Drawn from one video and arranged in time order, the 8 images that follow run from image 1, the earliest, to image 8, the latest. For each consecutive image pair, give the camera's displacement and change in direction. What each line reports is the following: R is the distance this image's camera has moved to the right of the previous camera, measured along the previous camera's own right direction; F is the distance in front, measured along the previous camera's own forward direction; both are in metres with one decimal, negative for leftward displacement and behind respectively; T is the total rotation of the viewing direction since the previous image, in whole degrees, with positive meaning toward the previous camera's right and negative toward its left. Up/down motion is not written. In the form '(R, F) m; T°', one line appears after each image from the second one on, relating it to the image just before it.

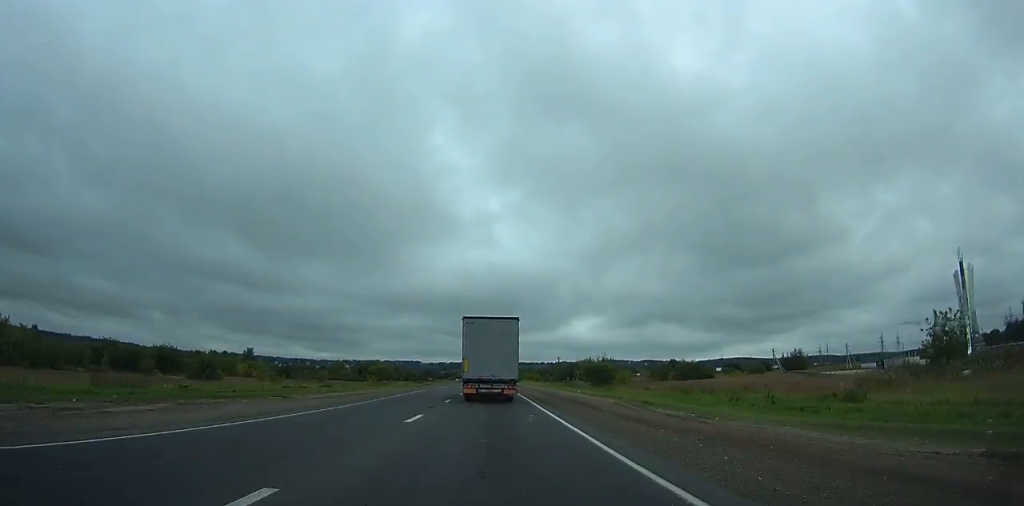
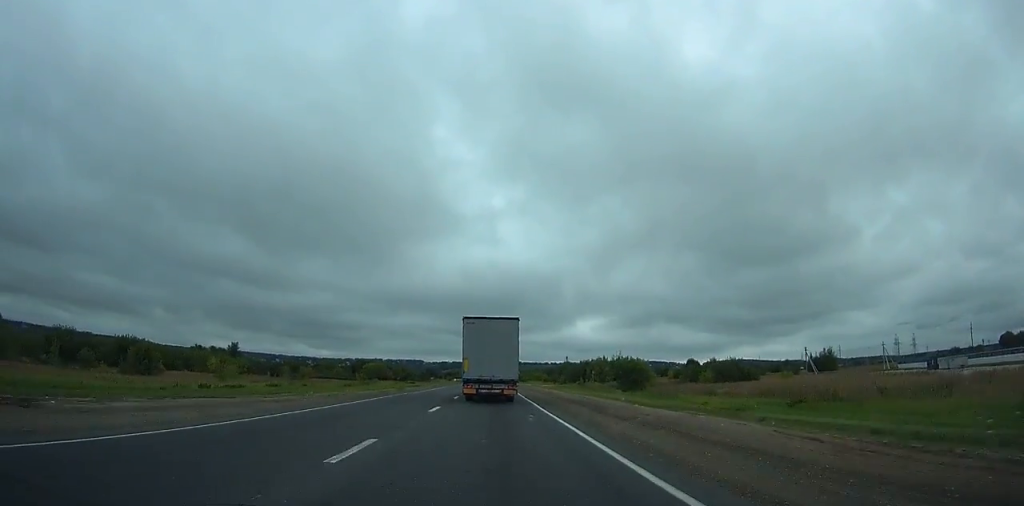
(+0.1, +19.4) m; 0°
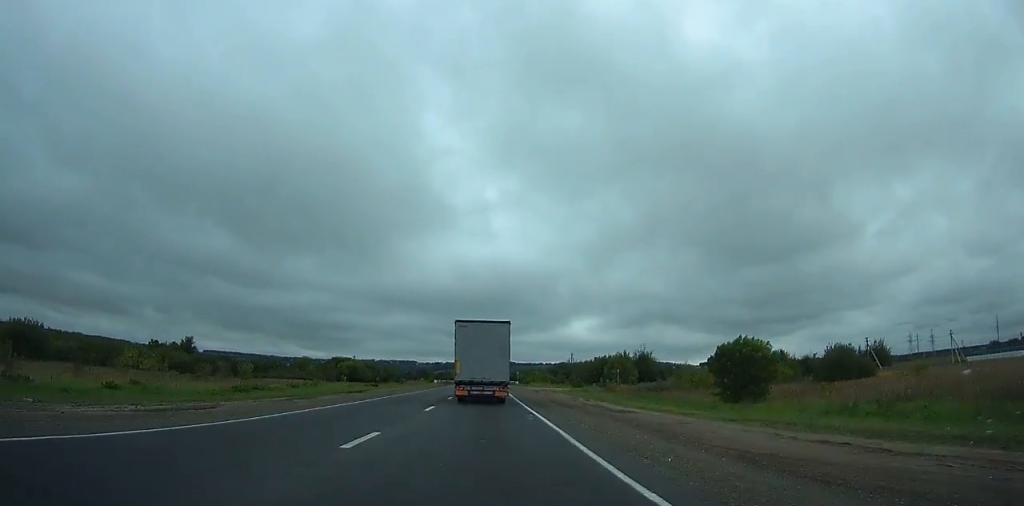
(0.0, +34.3) m; 0°
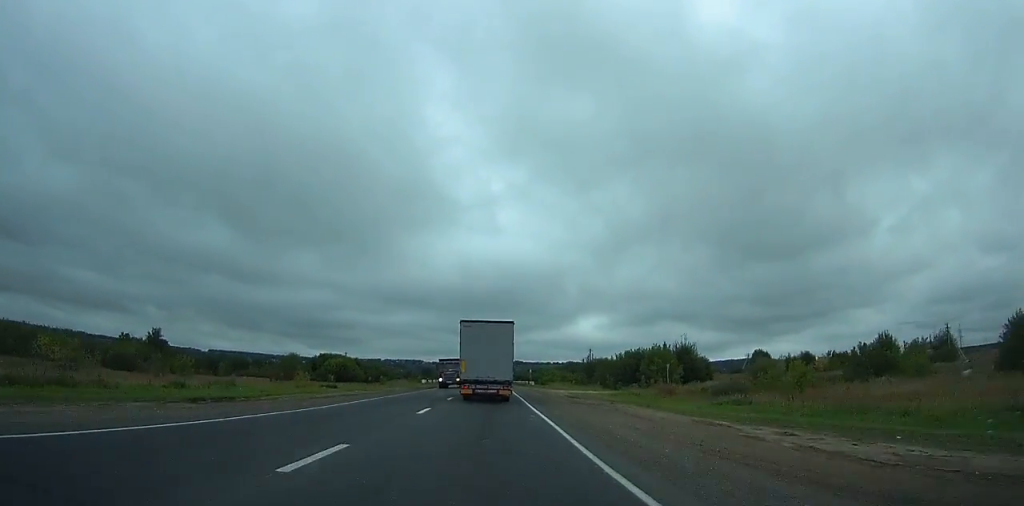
(0.0, +27.2) m; 0°
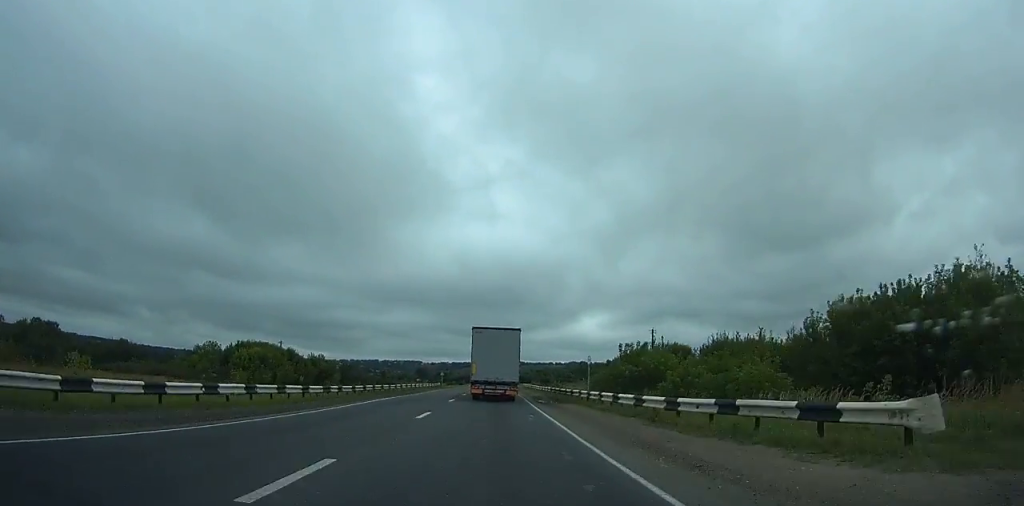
(-0.3, +74.9) m; 0°
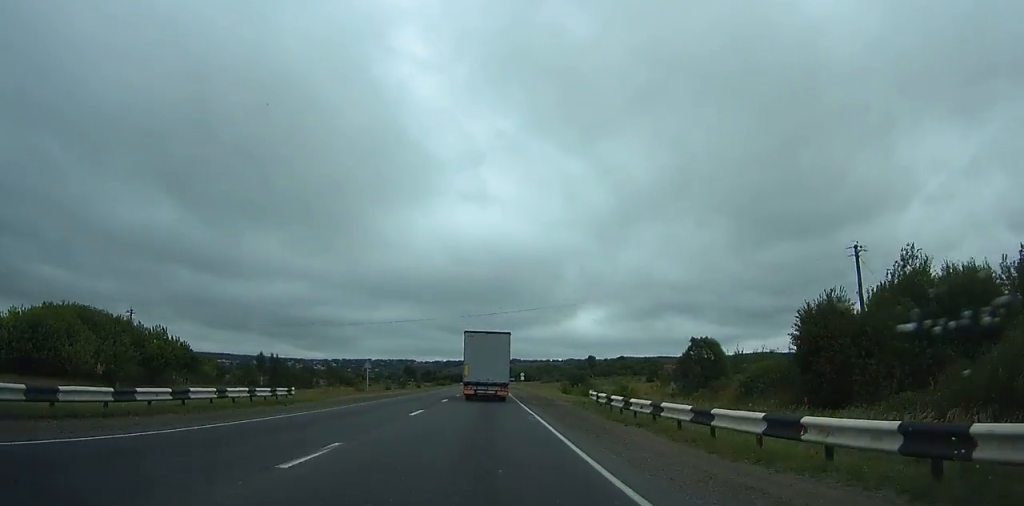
(-0.1, +69.1) m; 0°
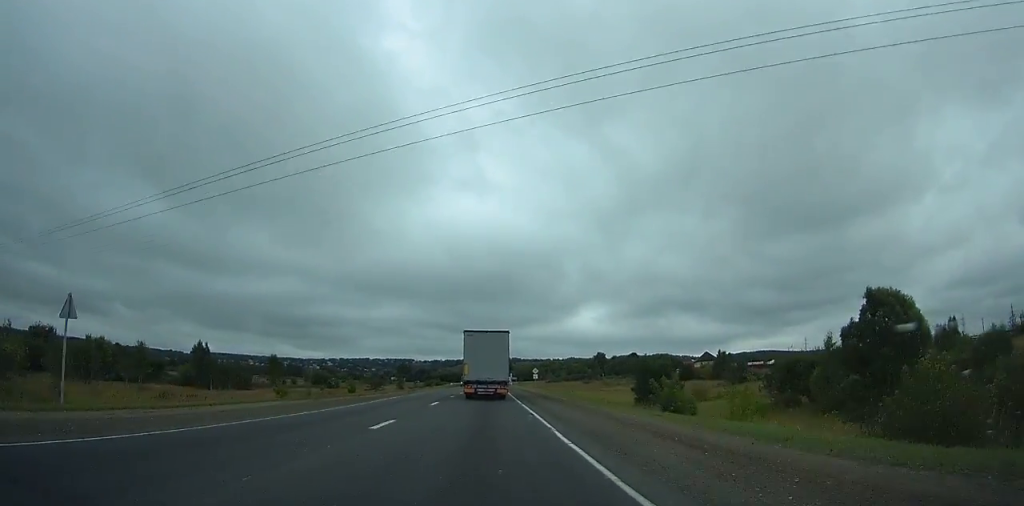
(+0.1, +41.4) m; 0°
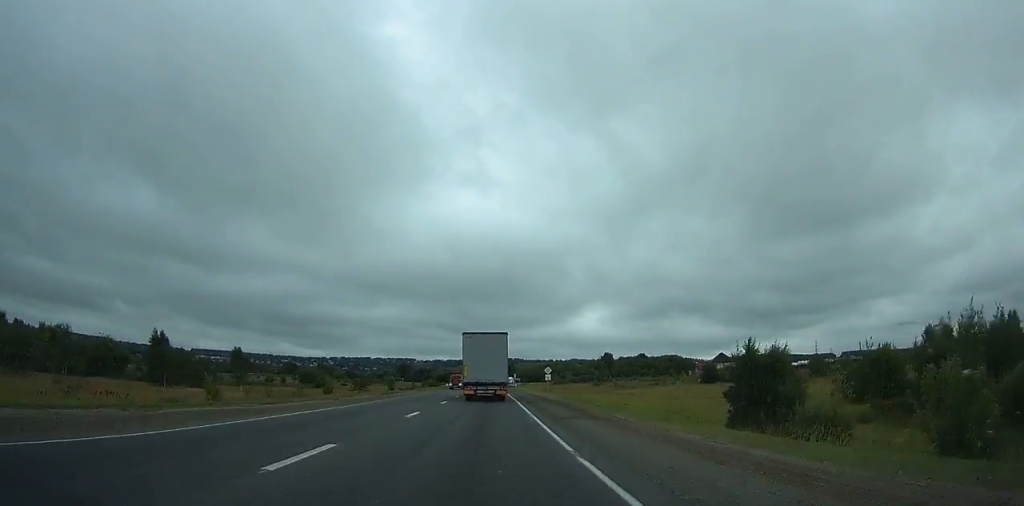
(0.0, +18.7) m; 0°
